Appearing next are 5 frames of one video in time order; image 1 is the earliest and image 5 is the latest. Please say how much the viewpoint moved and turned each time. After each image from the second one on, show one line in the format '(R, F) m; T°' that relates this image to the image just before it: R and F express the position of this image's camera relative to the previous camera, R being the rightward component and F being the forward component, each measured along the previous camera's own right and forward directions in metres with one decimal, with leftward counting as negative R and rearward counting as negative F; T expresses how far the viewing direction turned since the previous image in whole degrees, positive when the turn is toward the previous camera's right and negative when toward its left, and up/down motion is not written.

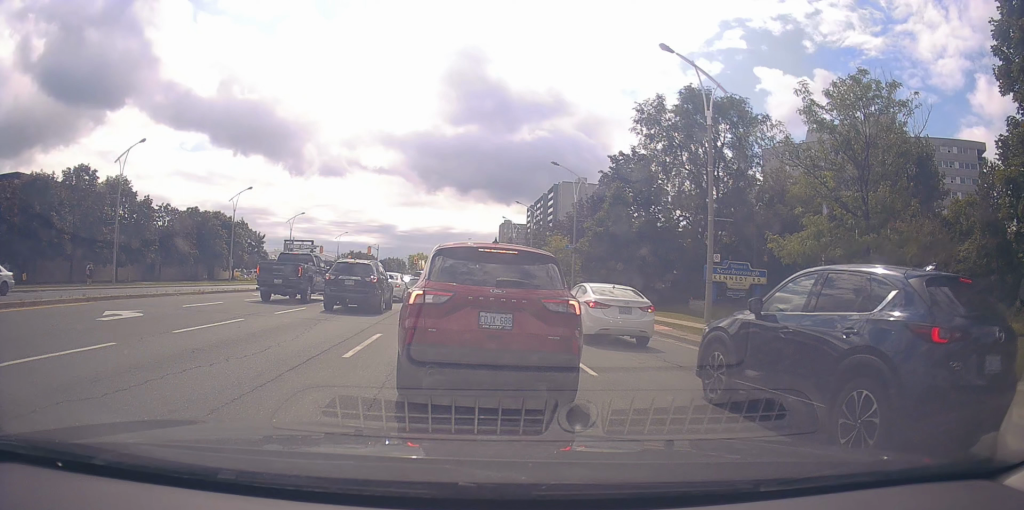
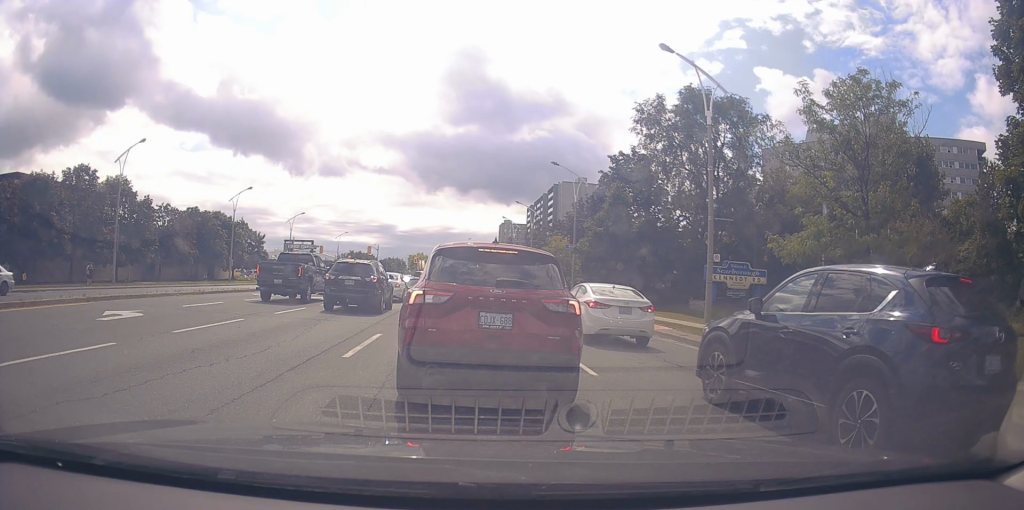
(0.0, 0.0) m; 0°
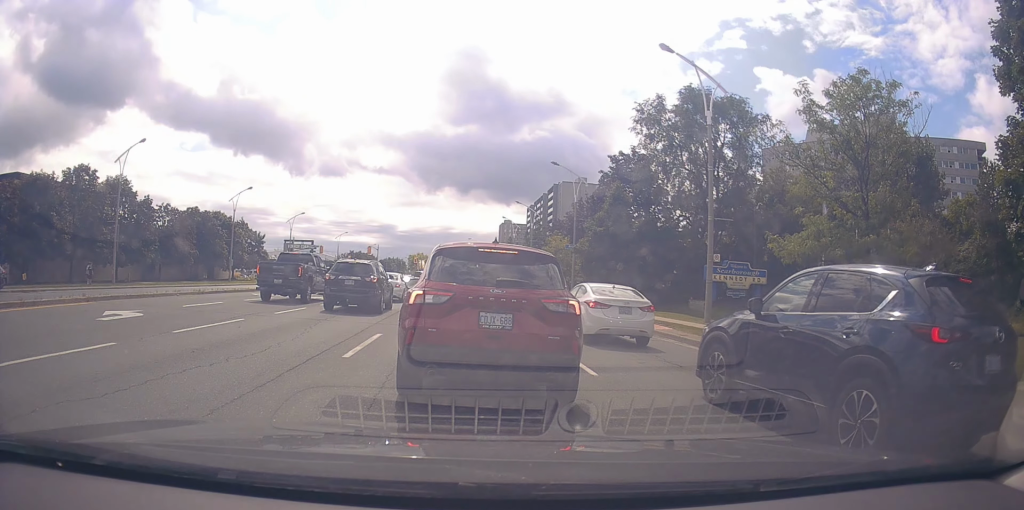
(0.0, 0.0) m; 0°
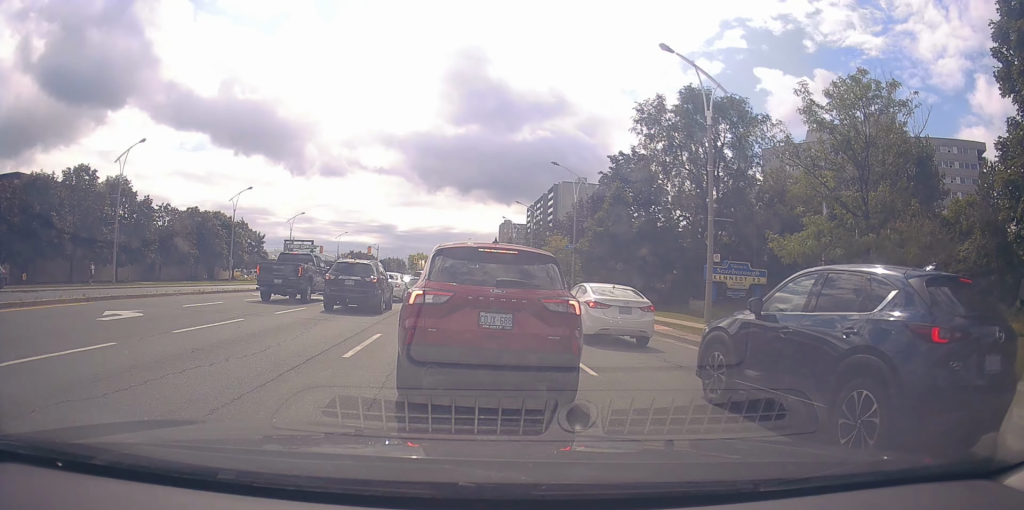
(0.0, 0.0) m; 0°
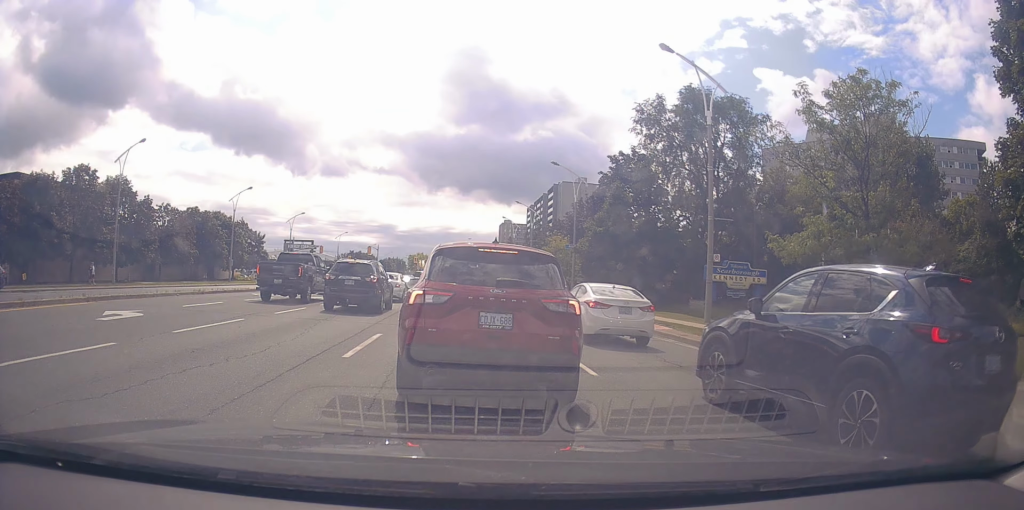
(0.0, 0.0) m; 0°
